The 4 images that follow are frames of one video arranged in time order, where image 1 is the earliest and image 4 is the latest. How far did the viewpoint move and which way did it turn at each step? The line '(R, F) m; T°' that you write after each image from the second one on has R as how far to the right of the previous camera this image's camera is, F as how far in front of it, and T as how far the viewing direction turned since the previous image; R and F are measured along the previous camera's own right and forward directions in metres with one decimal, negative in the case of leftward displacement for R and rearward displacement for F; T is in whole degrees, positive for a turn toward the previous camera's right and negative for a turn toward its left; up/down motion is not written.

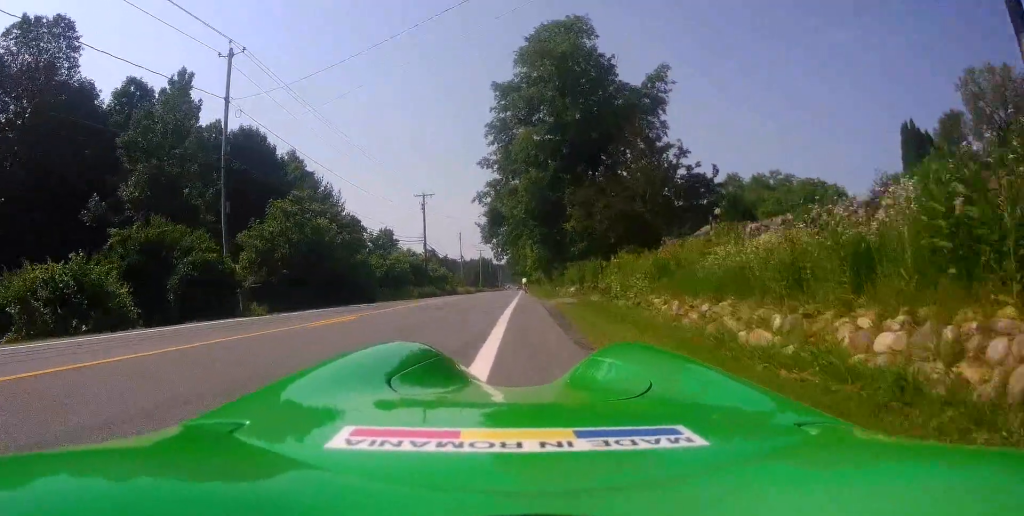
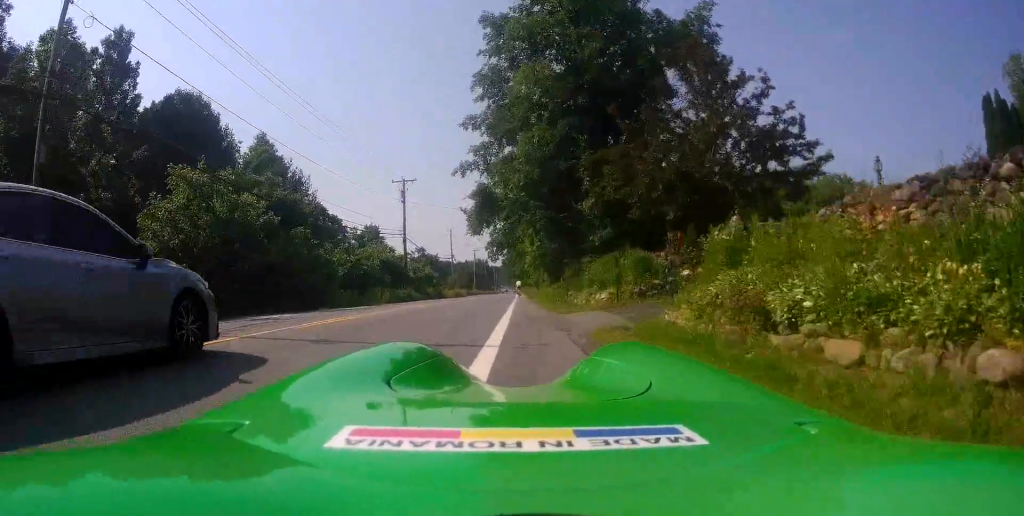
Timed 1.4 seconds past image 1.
(-0.1, +10.2) m; -3°
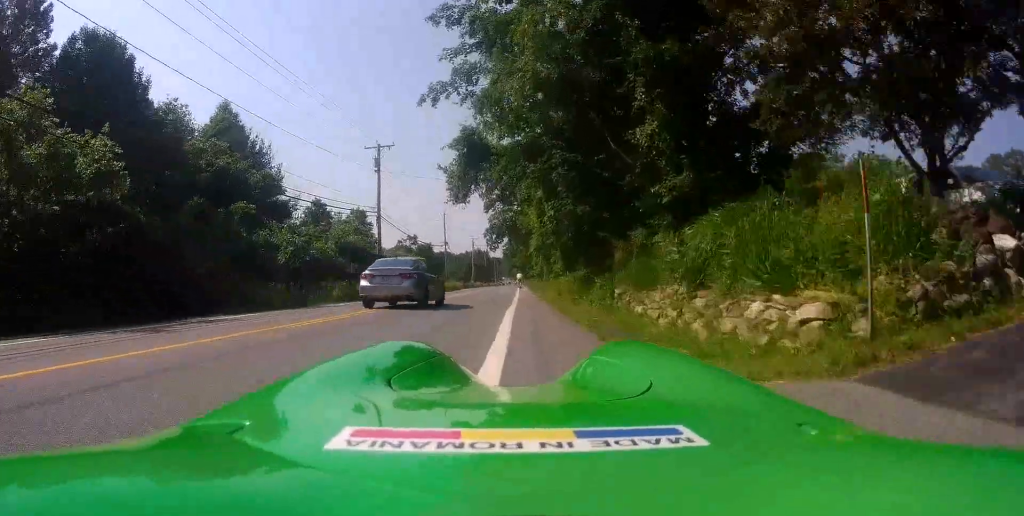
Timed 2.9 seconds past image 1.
(-0.5, +11.4) m; -1°
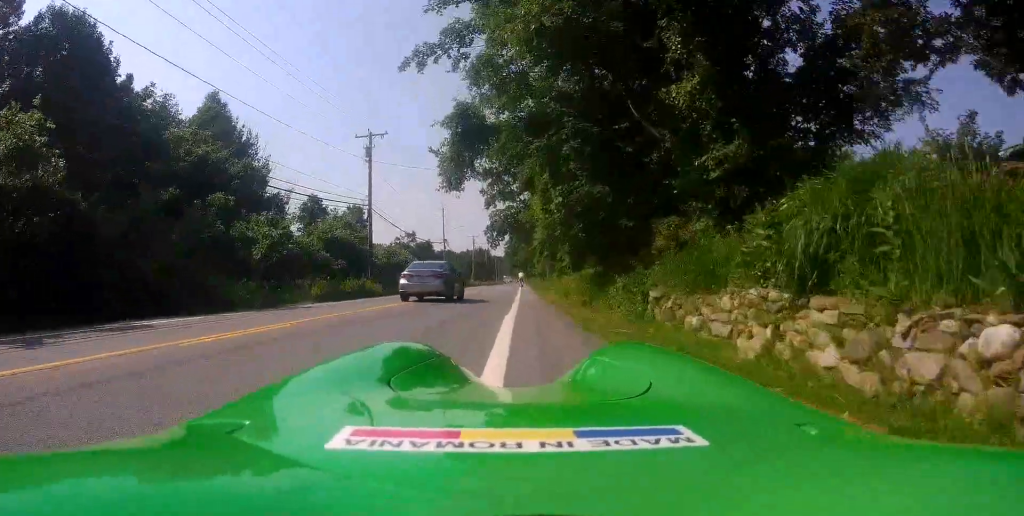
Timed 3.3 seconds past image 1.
(0.0, +3.5) m; +1°
